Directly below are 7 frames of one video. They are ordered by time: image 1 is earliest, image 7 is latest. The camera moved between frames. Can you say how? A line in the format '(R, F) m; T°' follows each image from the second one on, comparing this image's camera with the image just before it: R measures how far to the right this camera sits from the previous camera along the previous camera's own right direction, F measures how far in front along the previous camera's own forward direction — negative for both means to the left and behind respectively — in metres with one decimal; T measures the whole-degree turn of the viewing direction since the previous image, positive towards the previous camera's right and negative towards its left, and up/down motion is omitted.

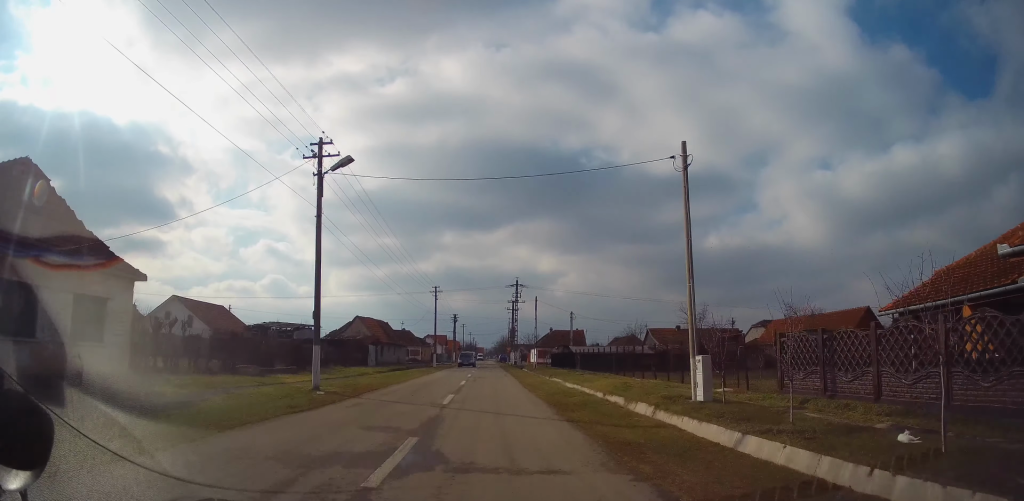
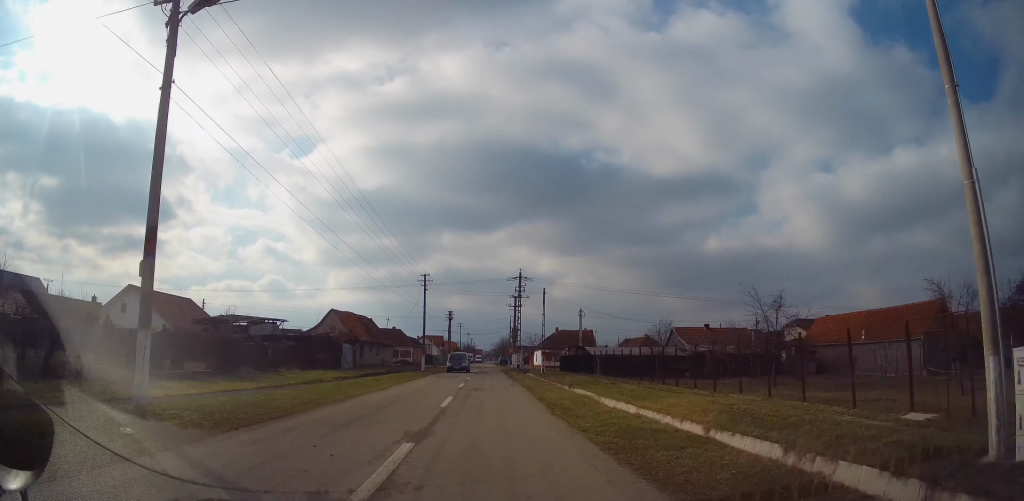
(+0.3, +9.0) m; 0°
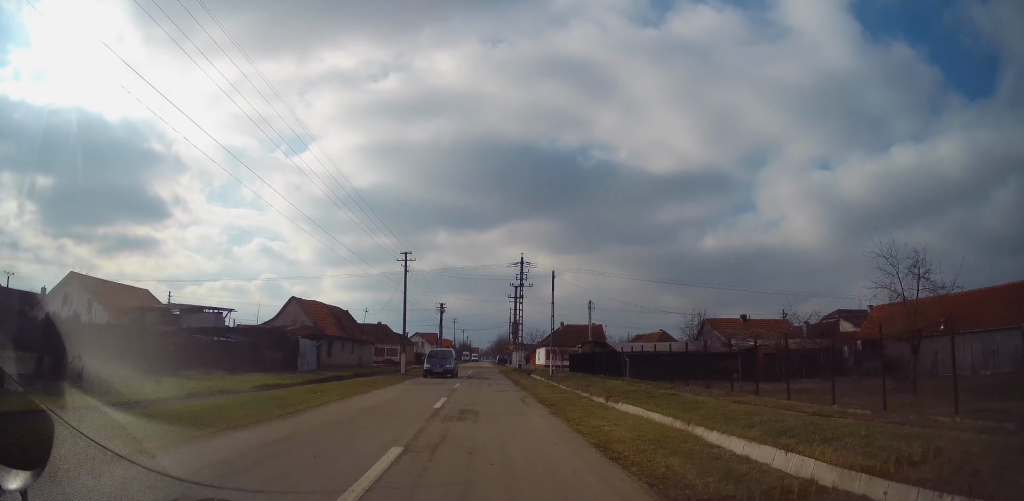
(-0.4, +9.2) m; 0°
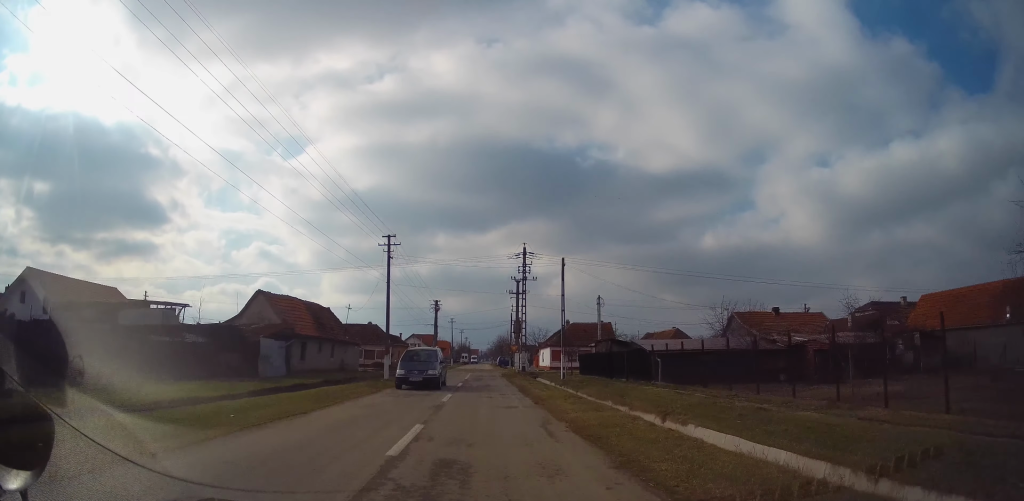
(+0.4, +5.8) m; 0°
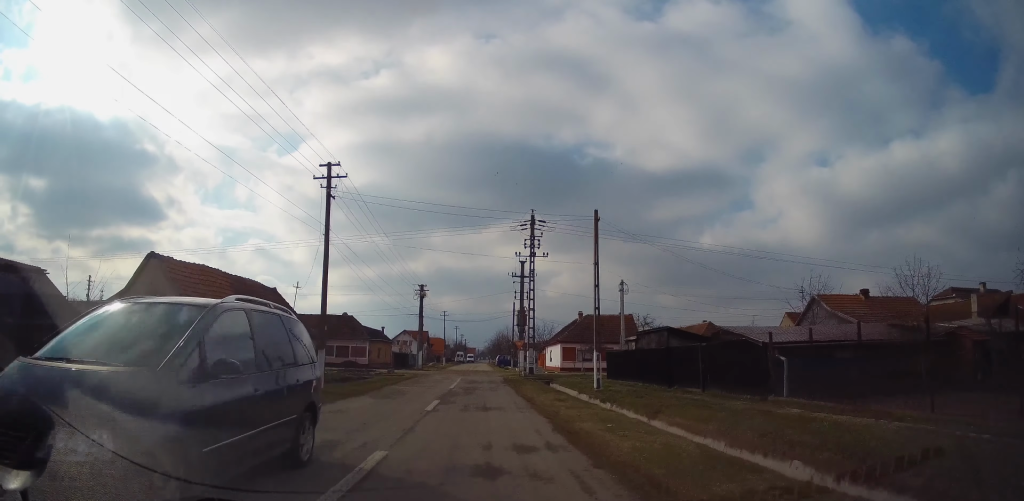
(-0.3, +11.6) m; 0°
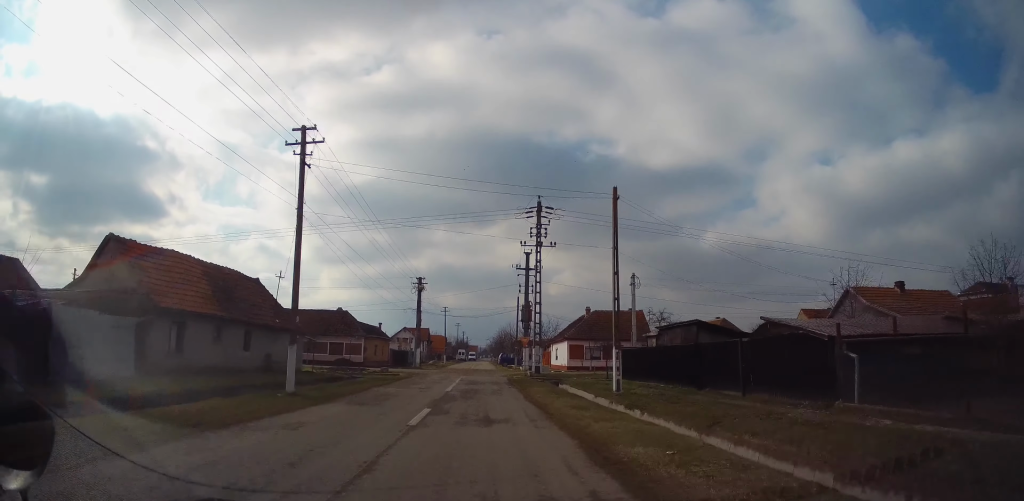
(+0.2, +3.2) m; 0°
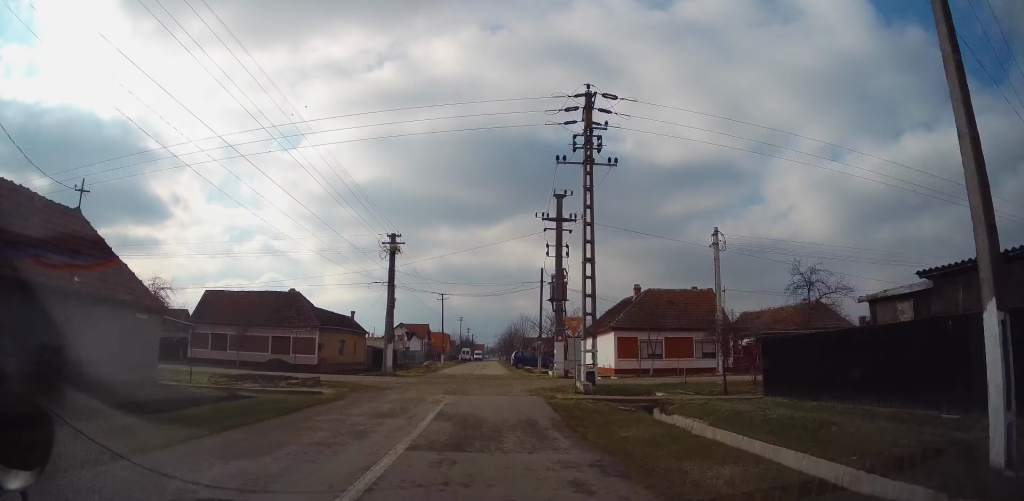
(+0.1, +16.7) m; 0°
